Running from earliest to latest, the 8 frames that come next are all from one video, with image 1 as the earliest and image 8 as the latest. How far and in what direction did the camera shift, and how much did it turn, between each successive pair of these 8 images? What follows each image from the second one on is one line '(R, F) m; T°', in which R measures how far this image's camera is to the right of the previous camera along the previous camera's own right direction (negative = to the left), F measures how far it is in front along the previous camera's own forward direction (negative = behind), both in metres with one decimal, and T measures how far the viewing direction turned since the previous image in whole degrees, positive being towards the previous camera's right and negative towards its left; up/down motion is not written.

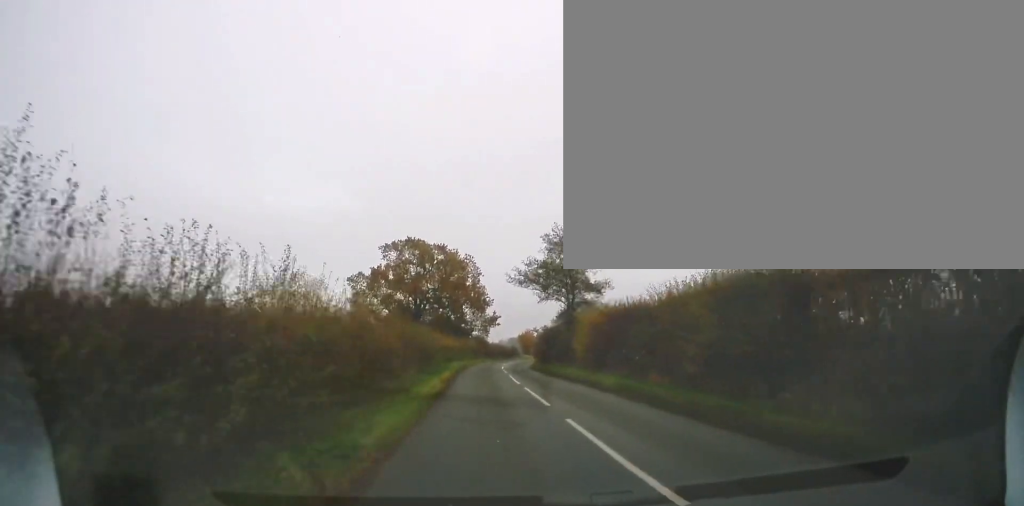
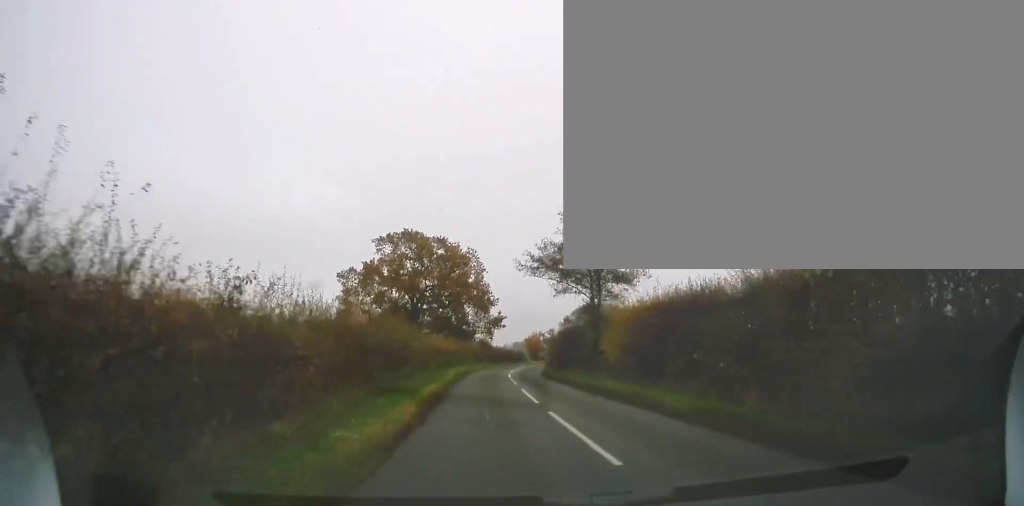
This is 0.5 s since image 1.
(0.0, +7.0) m; 0°
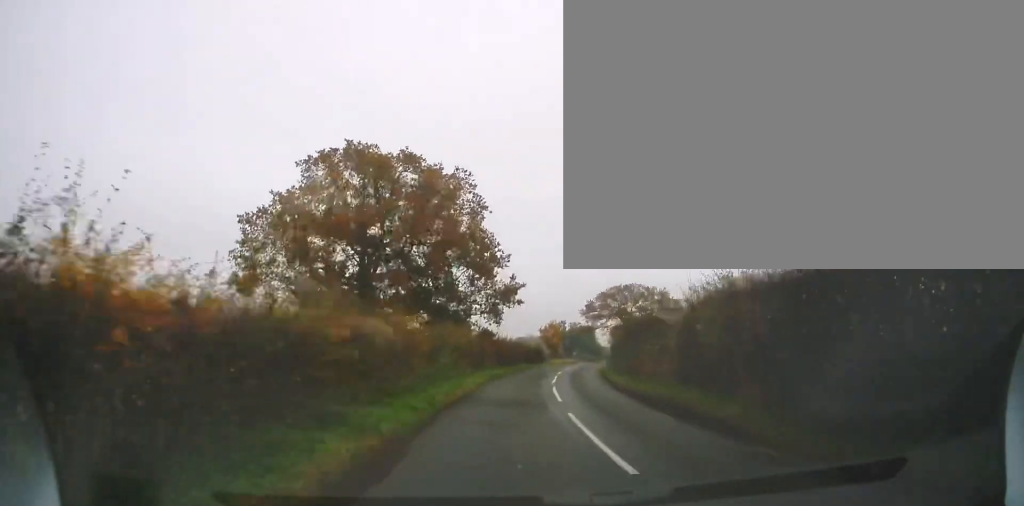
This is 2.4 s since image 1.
(+0.3, +27.2) m; +1°
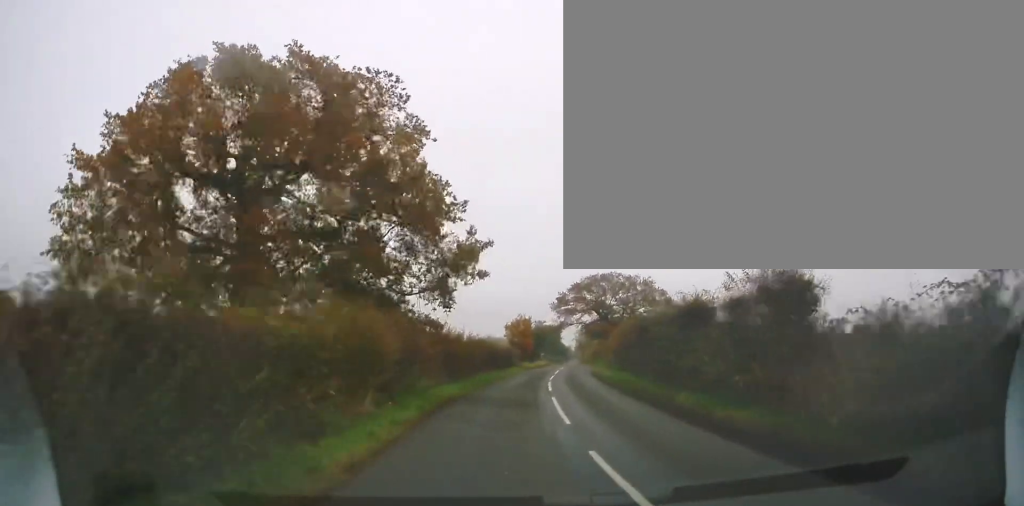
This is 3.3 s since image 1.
(0.0, +13.5) m; +2°
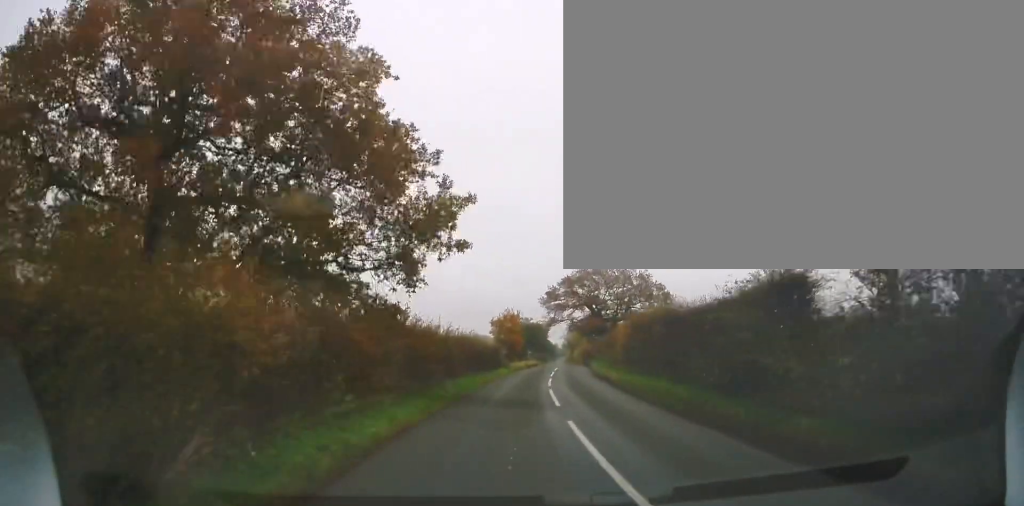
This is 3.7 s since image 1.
(0.0, +6.6) m; +2°
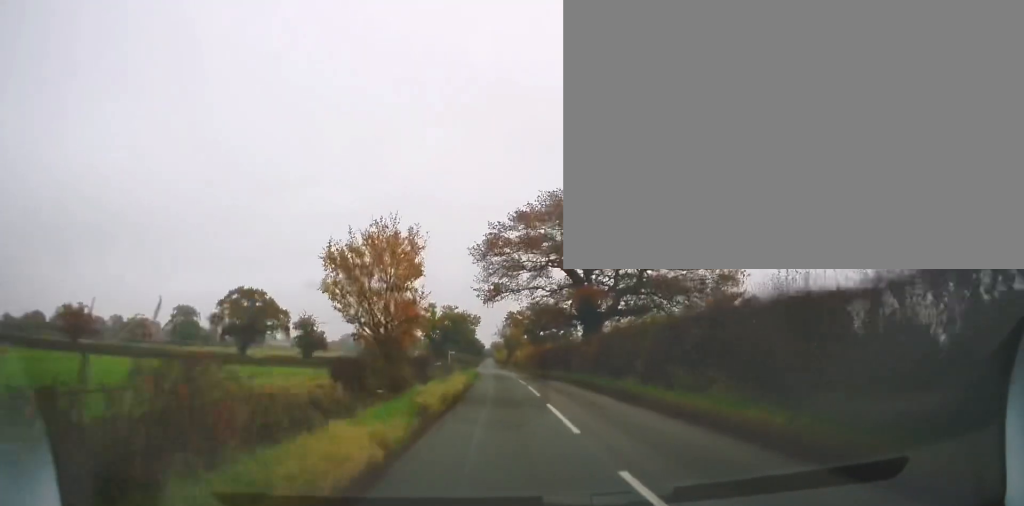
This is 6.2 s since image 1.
(+3.1, +38.4) m; +8°
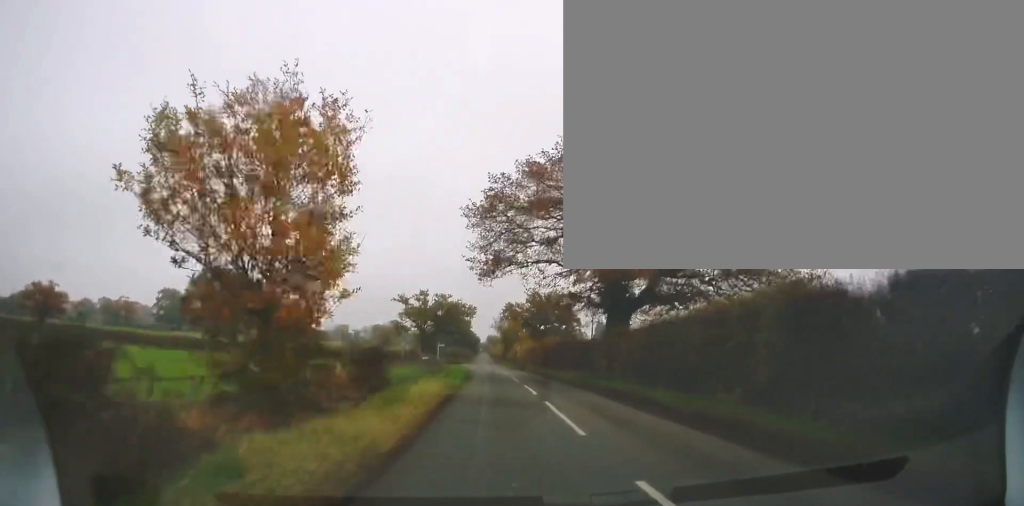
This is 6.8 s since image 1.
(+0.1, +10.0) m; 0°
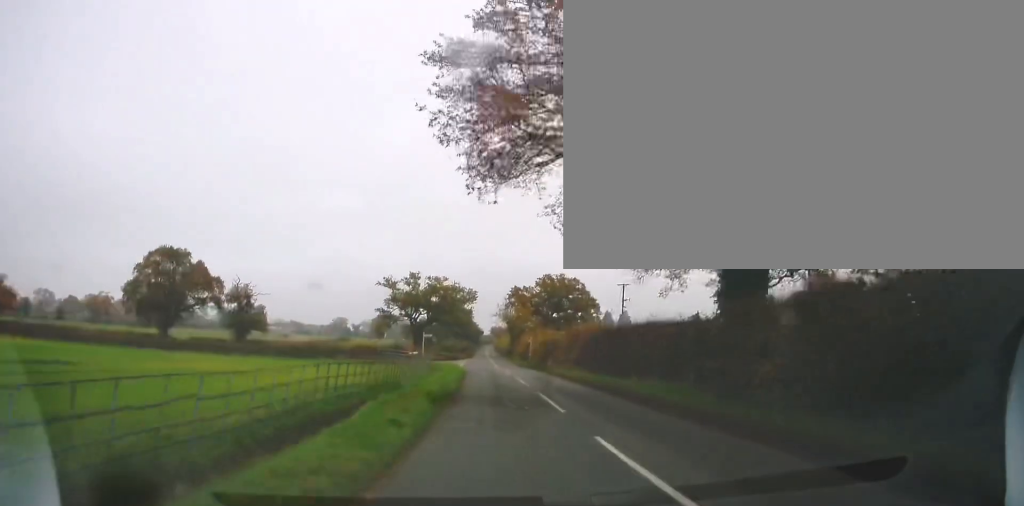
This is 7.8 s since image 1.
(+0.1, +16.8) m; -1°
